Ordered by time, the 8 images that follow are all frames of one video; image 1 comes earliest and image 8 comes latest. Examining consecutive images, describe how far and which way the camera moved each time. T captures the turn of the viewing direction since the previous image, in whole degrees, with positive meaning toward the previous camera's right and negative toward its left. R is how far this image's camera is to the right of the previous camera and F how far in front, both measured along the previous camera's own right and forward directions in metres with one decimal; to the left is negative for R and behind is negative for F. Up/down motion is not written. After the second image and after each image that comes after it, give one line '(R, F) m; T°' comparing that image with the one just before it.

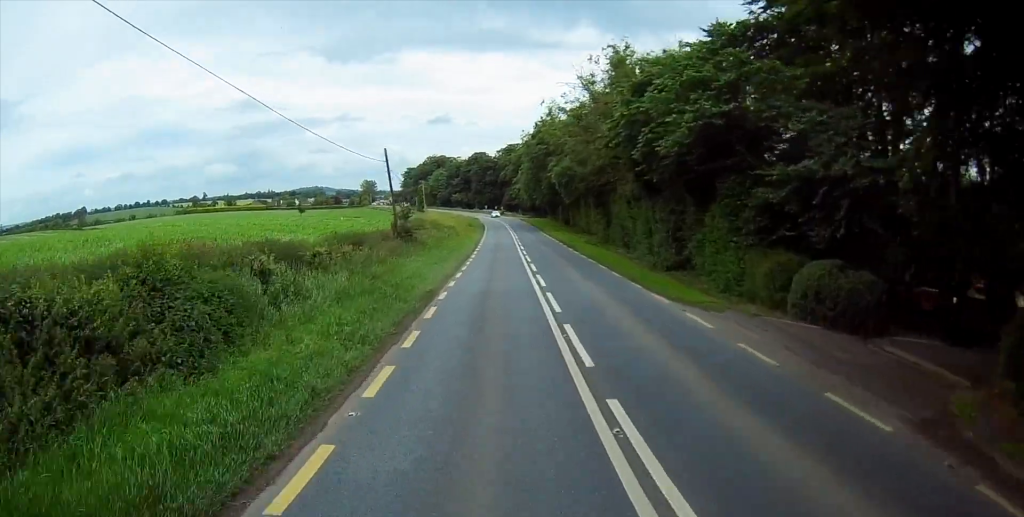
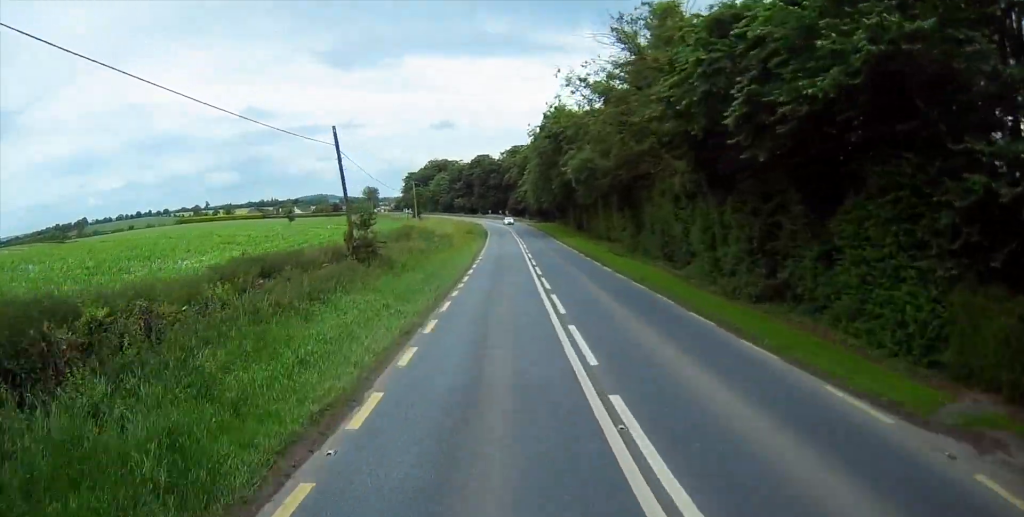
(0.0, +11.9) m; 0°
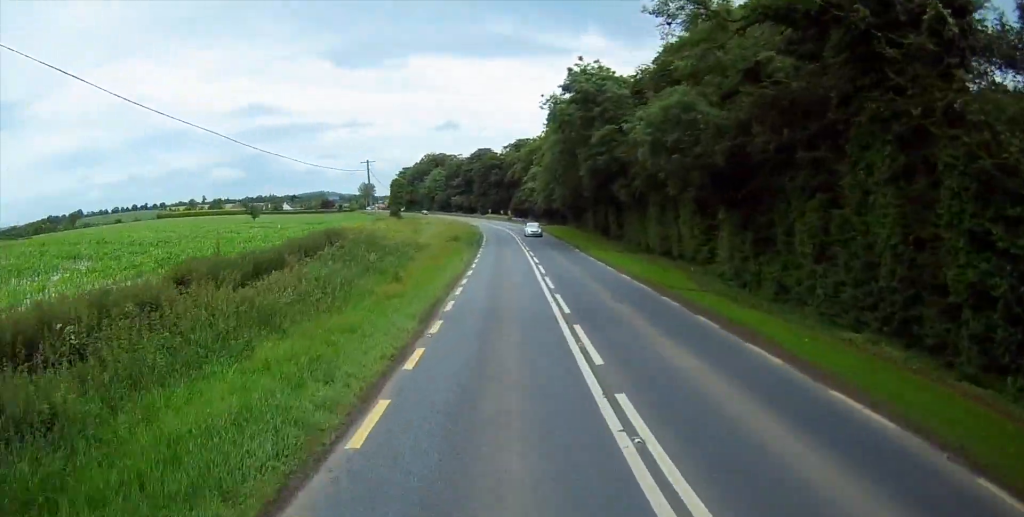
(-0.4, +24.1) m; 0°
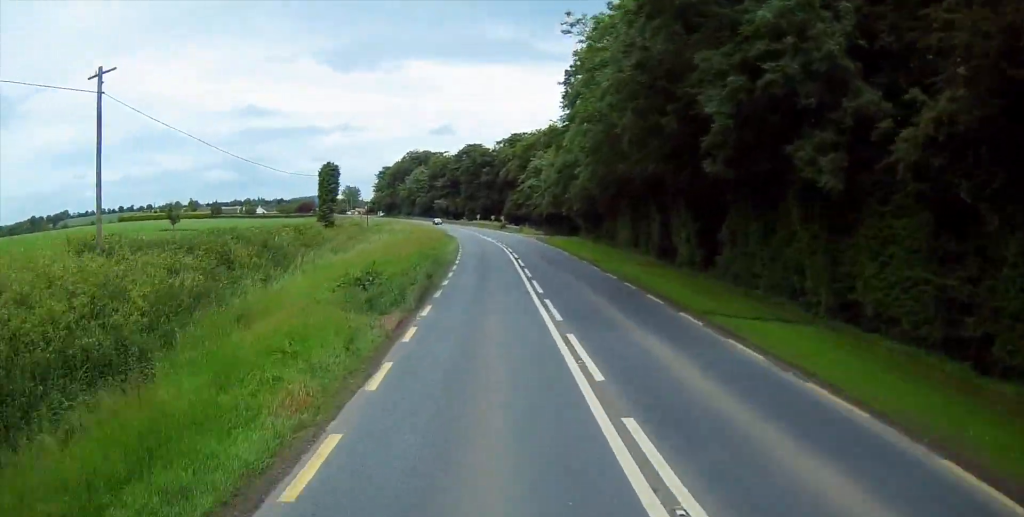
(+0.7, +31.5) m; +1°
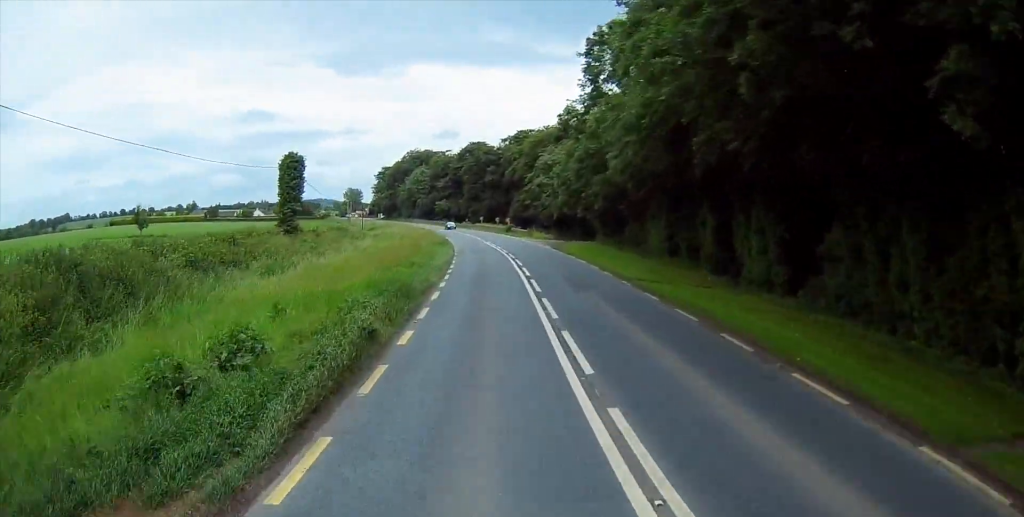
(-0.1, +11.6) m; 0°
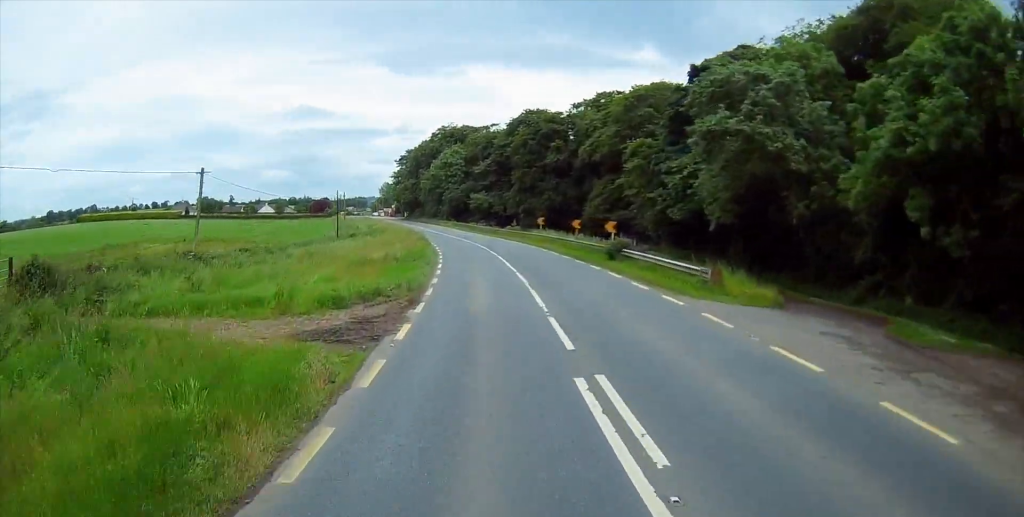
(-2.4, +58.8) m; -6°
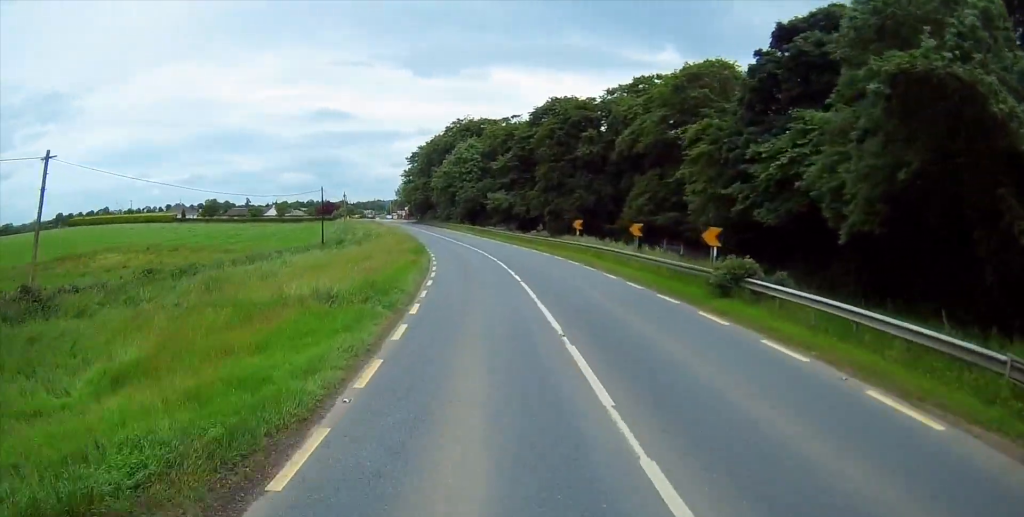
(-0.4, +16.0) m; -1°
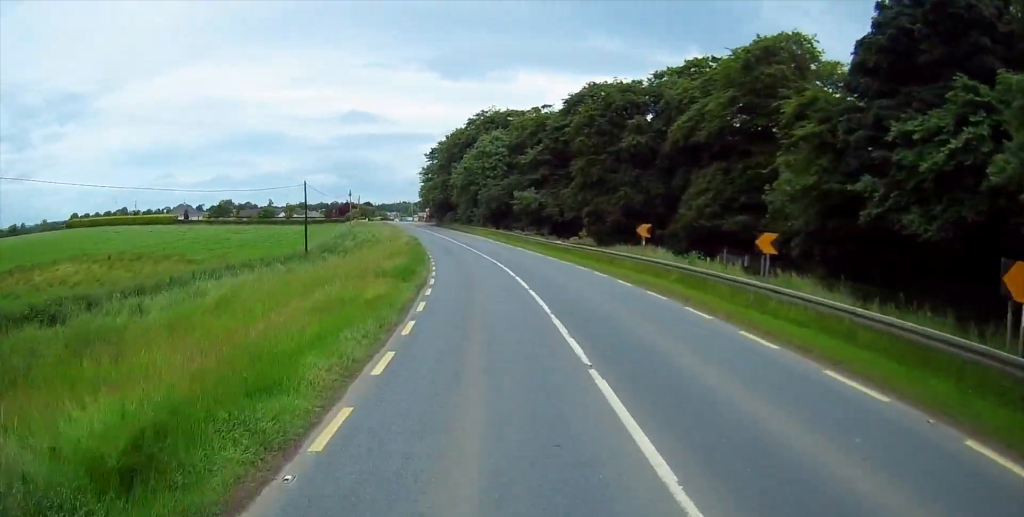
(-0.1, +14.5) m; -1°
